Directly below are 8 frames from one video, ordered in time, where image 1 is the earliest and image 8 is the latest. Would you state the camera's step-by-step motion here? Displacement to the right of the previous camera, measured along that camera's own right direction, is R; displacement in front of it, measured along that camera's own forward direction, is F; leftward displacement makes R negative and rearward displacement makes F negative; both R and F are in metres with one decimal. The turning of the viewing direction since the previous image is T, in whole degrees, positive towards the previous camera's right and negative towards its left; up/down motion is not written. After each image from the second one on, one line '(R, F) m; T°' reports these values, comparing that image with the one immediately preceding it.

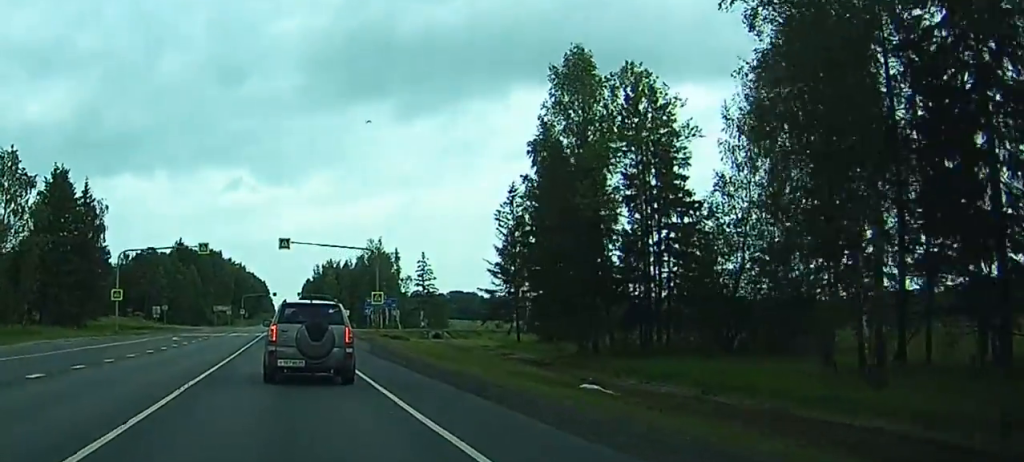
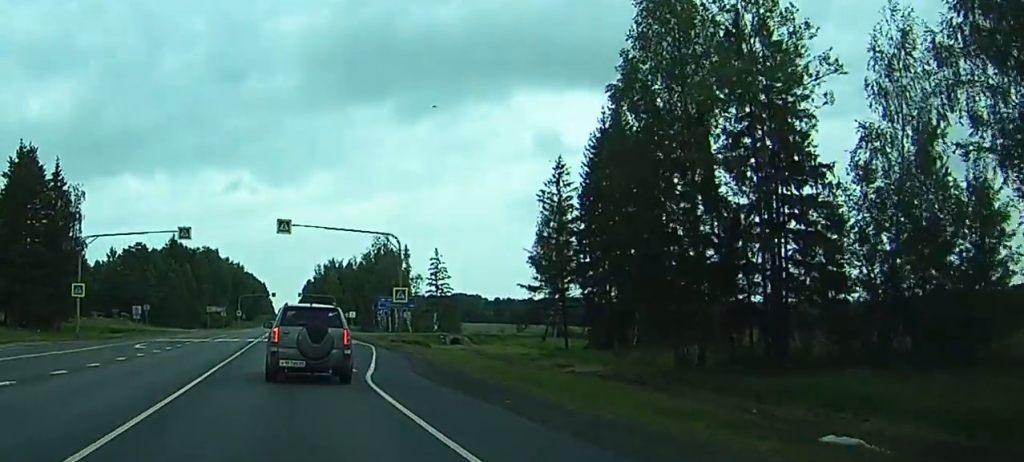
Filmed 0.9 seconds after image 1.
(-0.4, +14.3) m; 0°
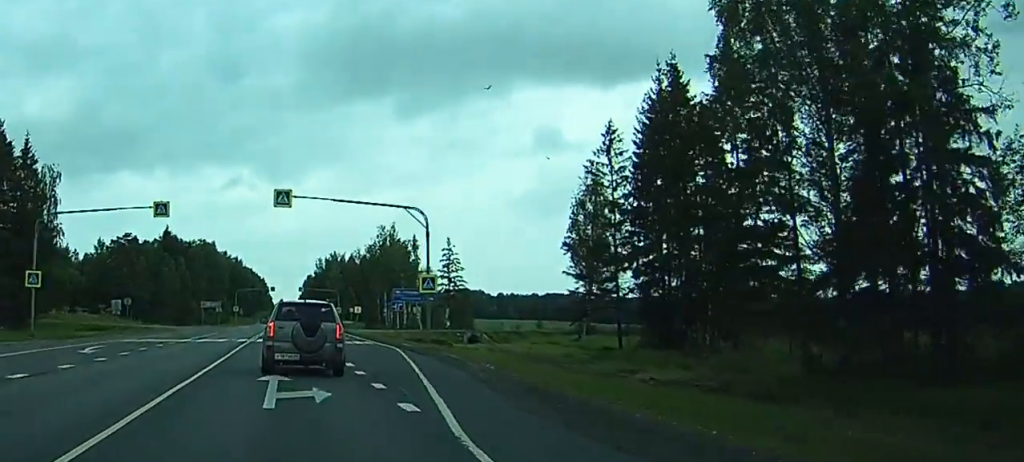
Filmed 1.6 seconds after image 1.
(+0.2, +11.0) m; 0°
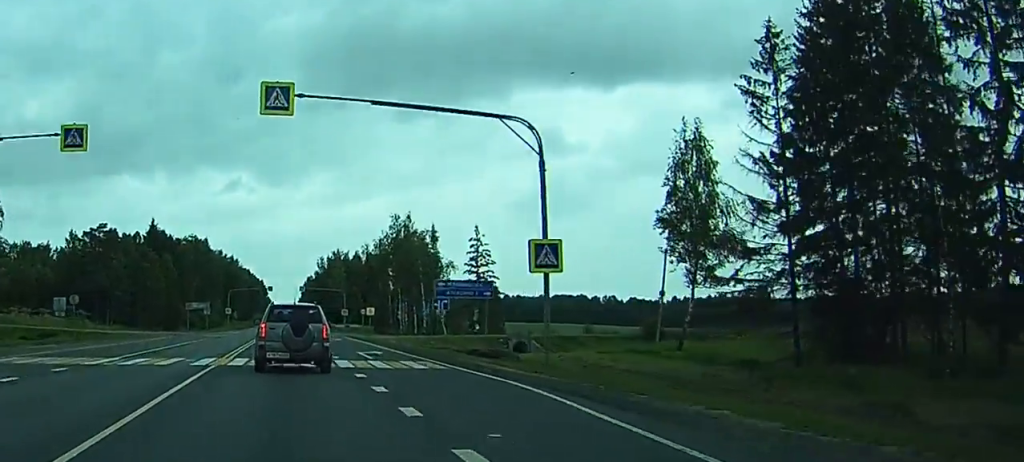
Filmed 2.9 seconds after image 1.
(-0.1, +20.2) m; -1°
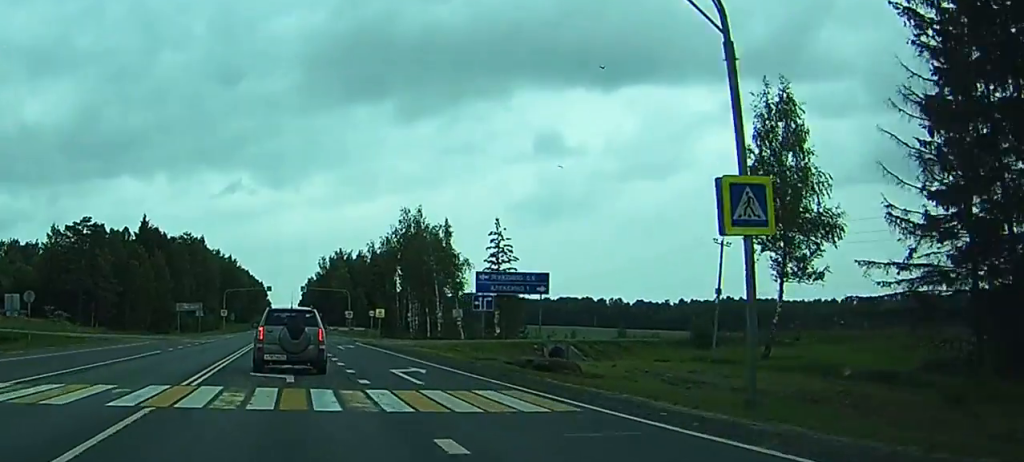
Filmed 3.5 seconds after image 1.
(0.0, +10.9) m; 0°
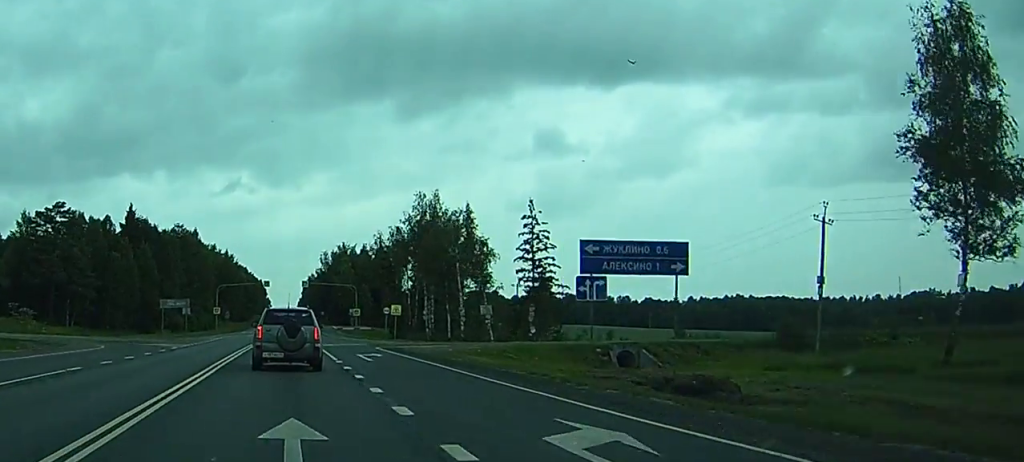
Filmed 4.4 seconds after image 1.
(+0.1, +14.4) m; +1°
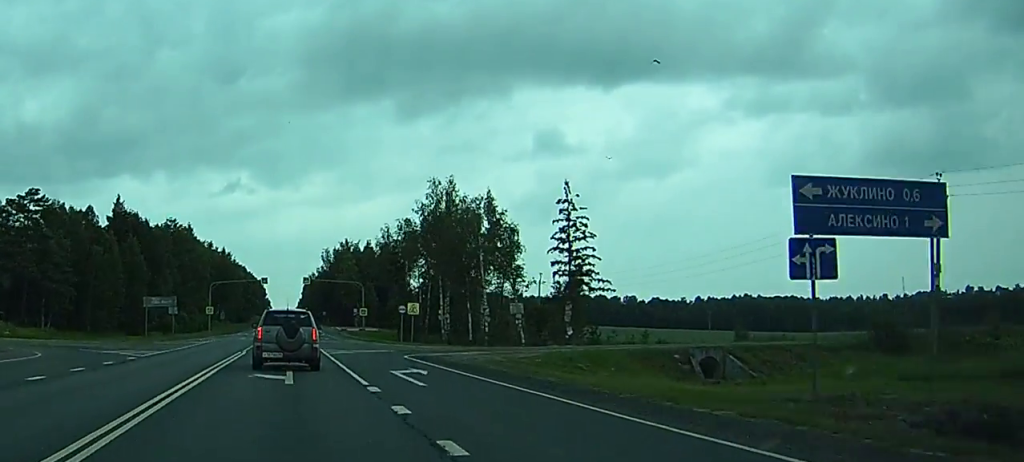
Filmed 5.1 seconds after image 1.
(+0.1, +11.3) m; +1°
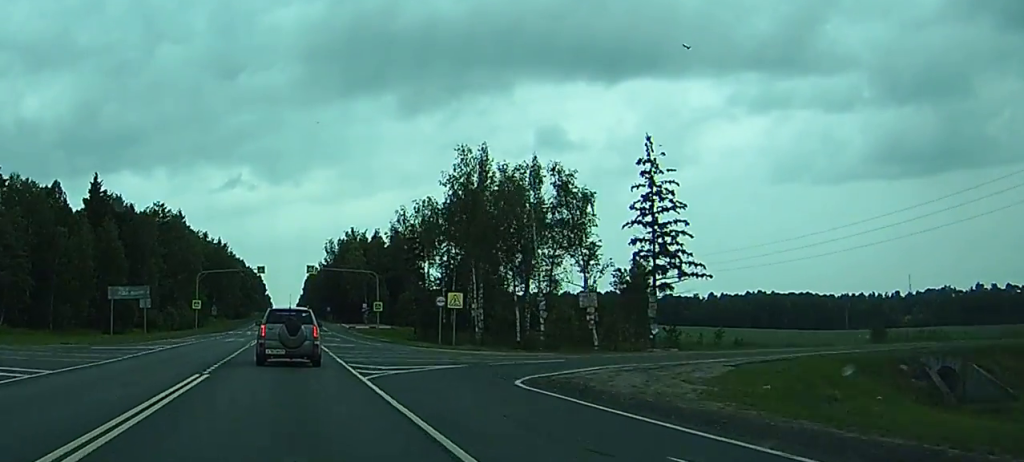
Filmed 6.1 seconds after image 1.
(+0.1, +17.4) m; 0°
